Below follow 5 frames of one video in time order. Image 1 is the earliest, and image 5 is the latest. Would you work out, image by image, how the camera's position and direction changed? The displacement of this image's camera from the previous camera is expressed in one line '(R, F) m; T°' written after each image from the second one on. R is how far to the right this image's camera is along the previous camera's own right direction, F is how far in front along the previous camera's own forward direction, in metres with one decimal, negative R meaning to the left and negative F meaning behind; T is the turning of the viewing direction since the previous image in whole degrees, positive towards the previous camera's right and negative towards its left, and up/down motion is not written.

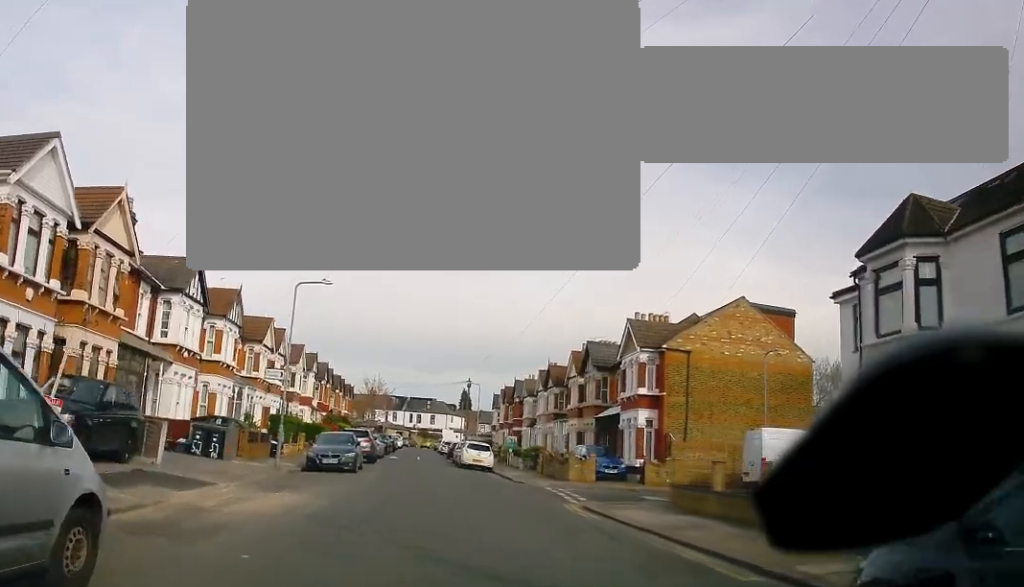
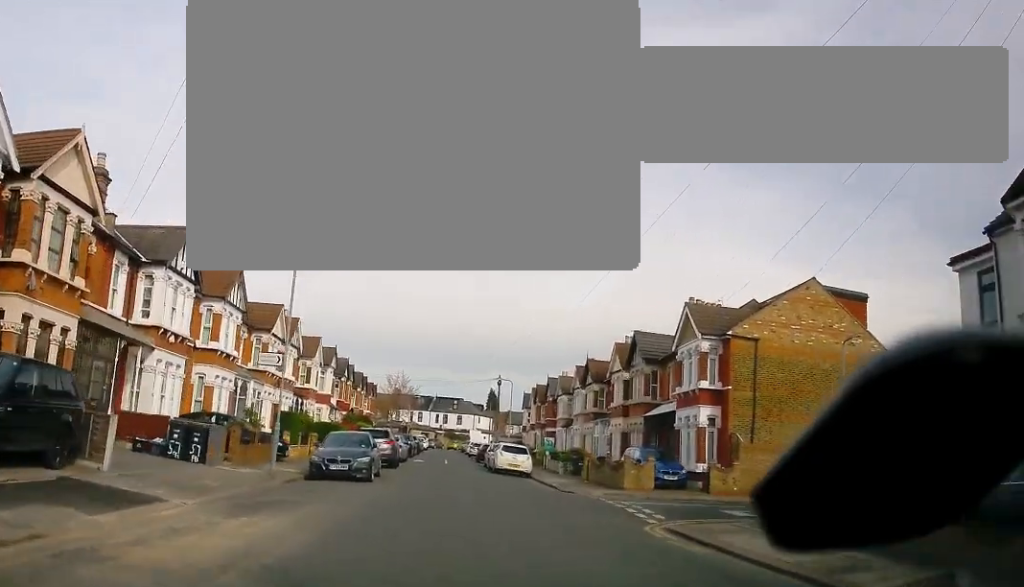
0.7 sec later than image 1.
(0.0, +4.6) m; 0°
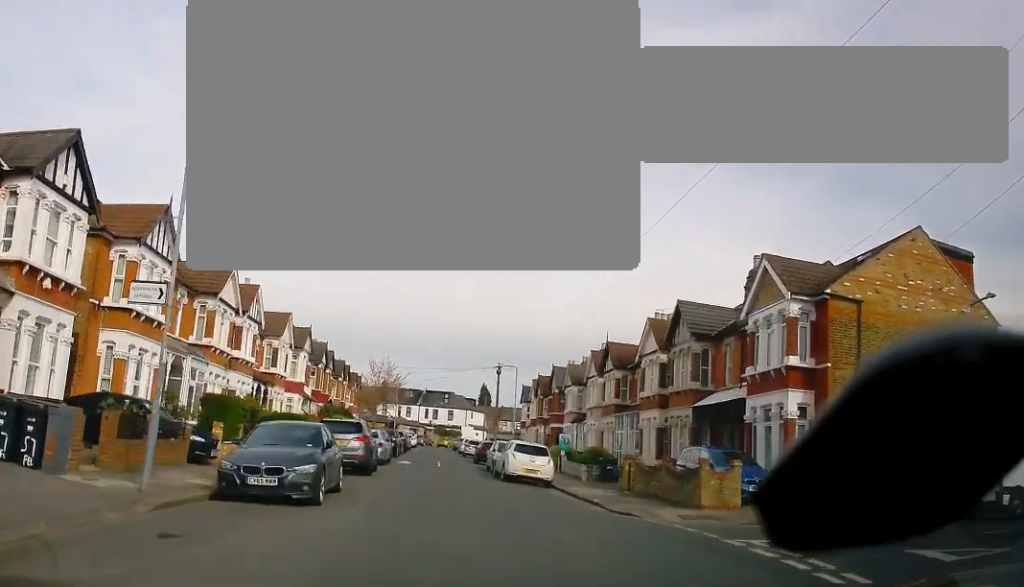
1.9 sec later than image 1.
(0.0, +8.3) m; +1°
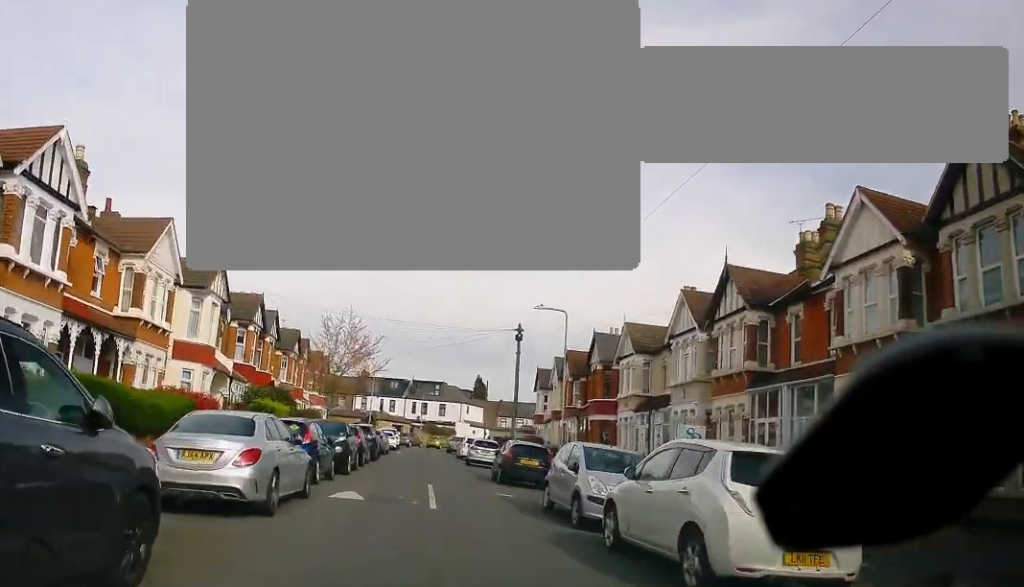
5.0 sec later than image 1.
(+0.6, +19.4) m; +4°
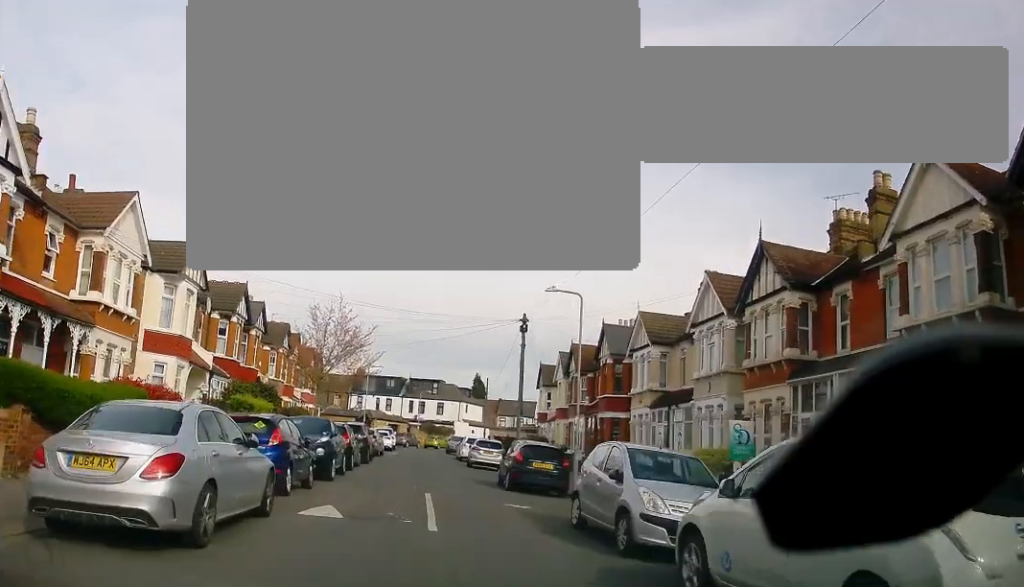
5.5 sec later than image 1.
(0.0, +3.0) m; -2°
